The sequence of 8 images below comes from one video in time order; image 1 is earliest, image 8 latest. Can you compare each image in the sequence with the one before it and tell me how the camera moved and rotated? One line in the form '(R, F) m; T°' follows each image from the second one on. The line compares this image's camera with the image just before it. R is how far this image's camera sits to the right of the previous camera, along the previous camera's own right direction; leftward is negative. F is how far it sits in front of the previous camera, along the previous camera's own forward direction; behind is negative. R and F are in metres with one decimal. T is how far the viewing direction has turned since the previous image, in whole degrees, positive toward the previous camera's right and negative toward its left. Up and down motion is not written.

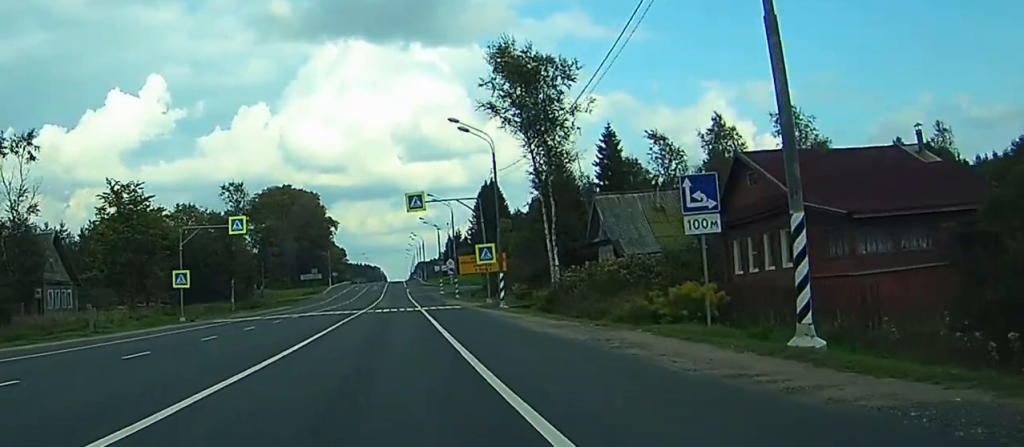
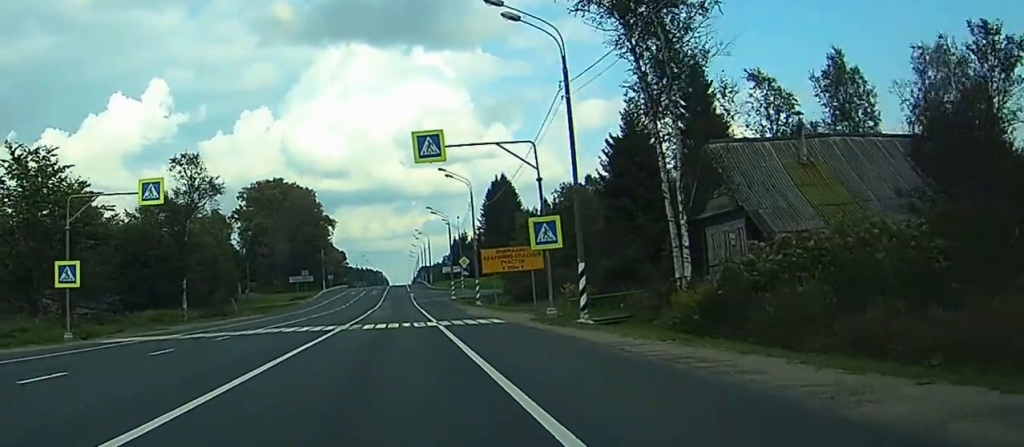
(-0.2, +22.7) m; -1°
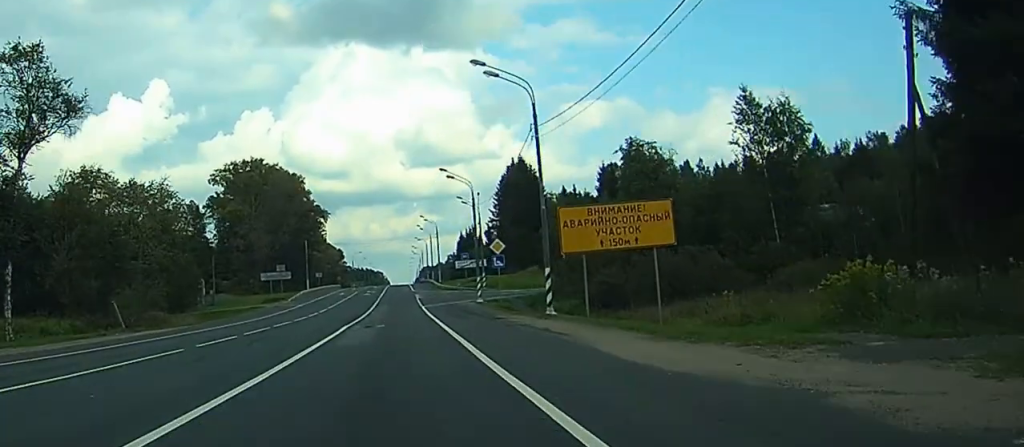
(-0.2, +33.4) m; 0°
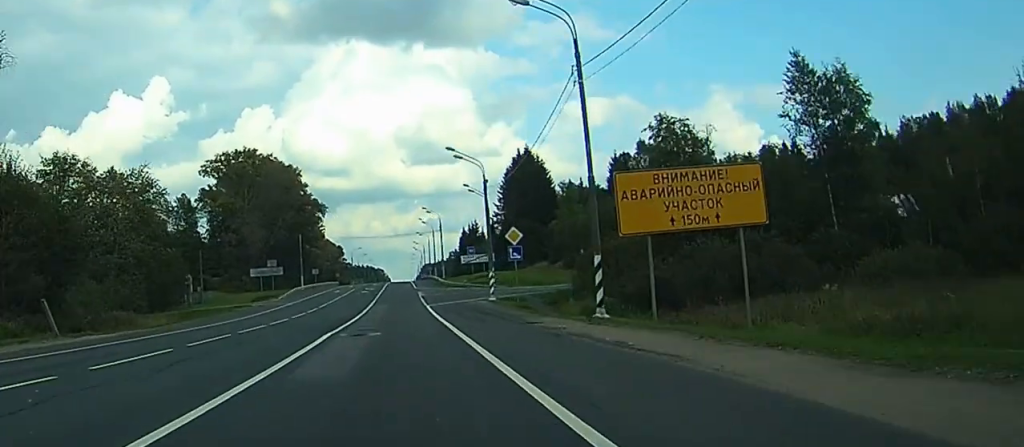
(0.0, +9.3) m; 0°
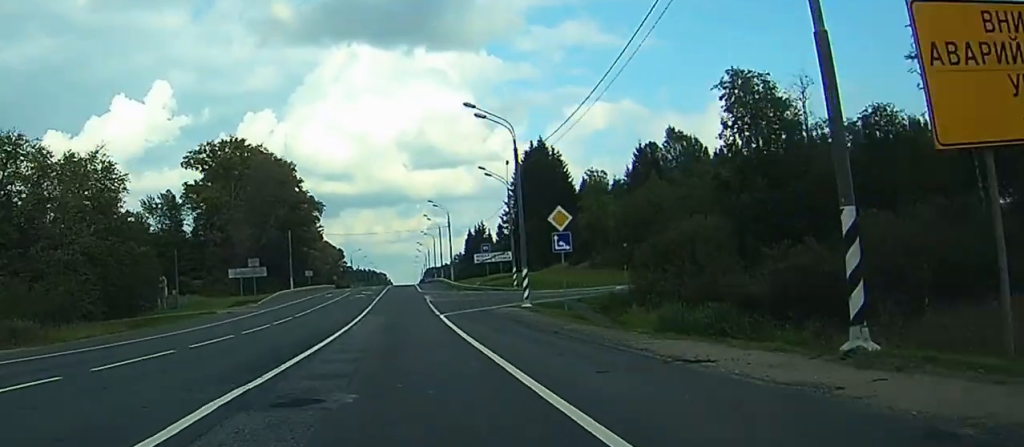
(+0.1, +15.8) m; +1°
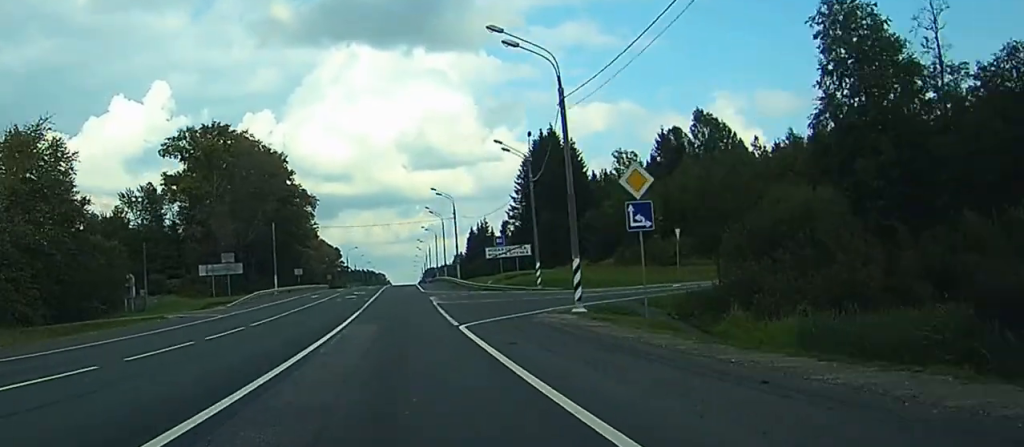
(+0.1, +13.9) m; 0°
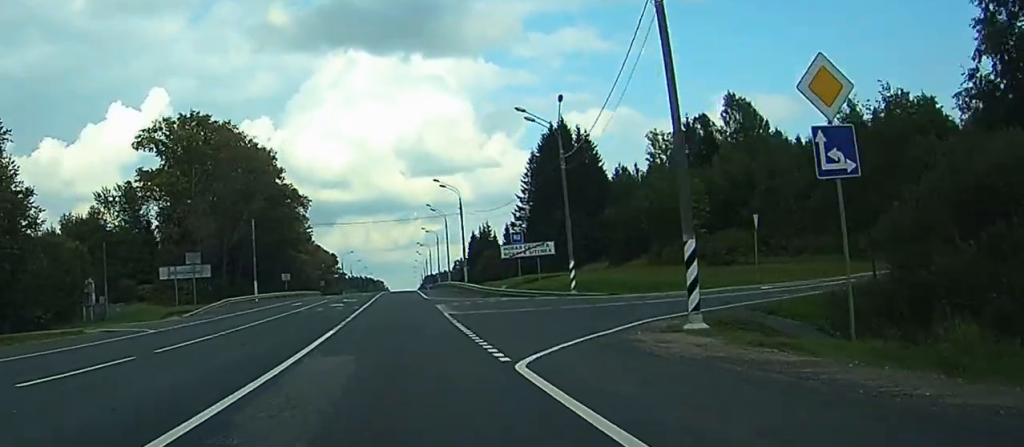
(+0.1, +13.3) m; 0°
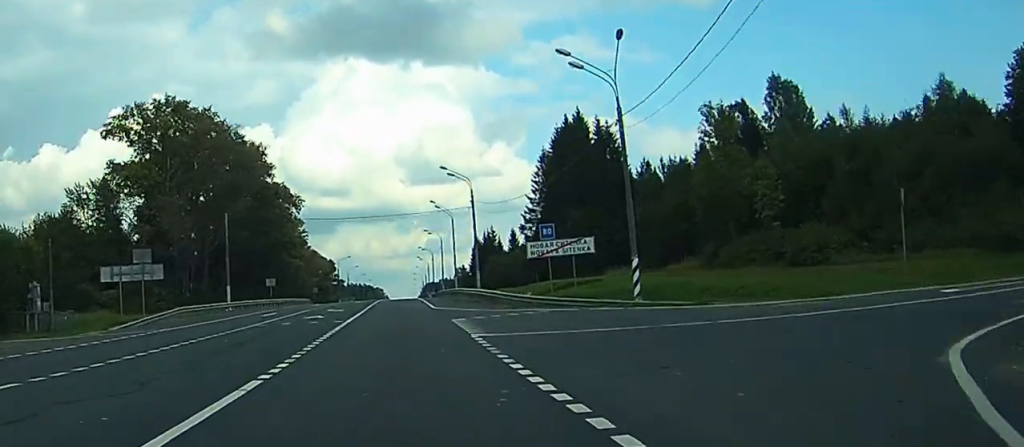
(-0.1, +14.2) m; -1°
